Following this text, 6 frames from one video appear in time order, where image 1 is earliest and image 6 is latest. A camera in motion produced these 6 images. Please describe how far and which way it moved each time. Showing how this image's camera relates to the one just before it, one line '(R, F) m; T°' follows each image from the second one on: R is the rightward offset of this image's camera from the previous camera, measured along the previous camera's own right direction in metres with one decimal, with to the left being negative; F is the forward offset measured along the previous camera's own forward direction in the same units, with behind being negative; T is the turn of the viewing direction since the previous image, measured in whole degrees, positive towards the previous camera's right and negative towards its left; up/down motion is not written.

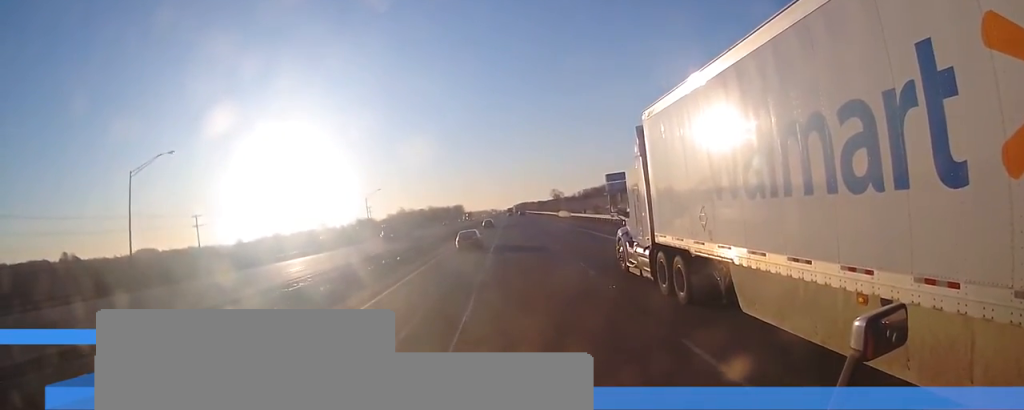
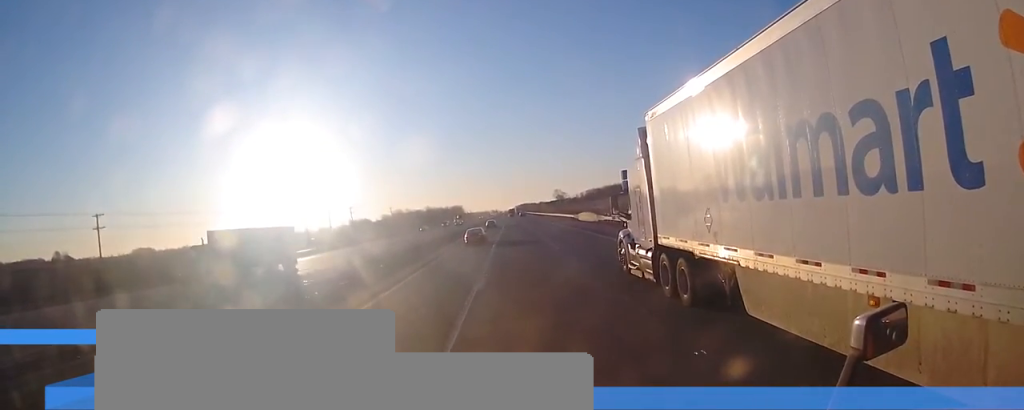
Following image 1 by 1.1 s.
(+0.2, +30.9) m; +1°
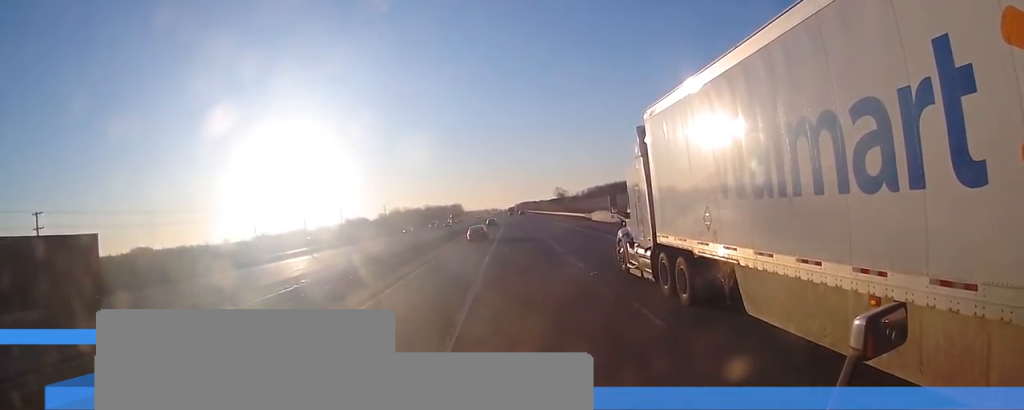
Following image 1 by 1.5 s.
(0.0, +13.6) m; 0°
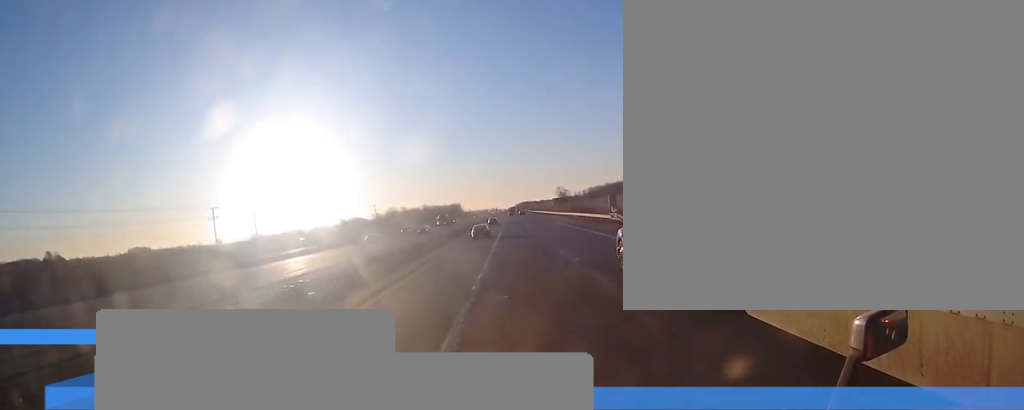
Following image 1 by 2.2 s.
(0.0, +19.4) m; 0°
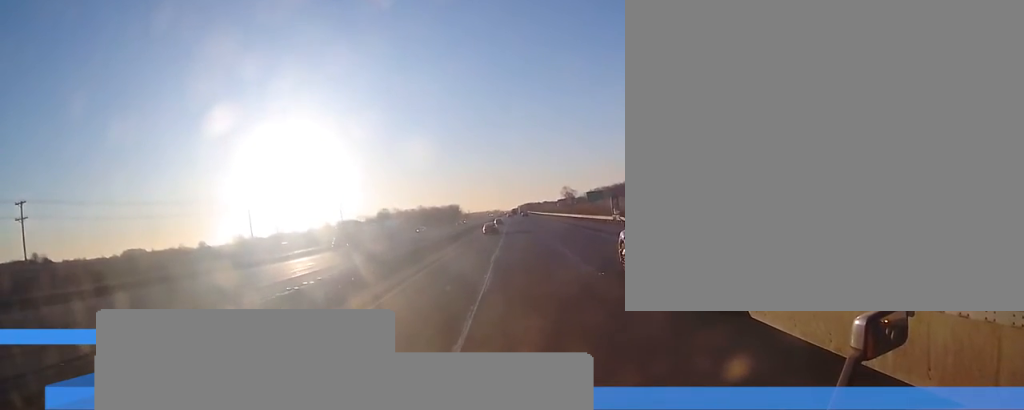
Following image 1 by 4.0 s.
(0.0, +53.3) m; -1°
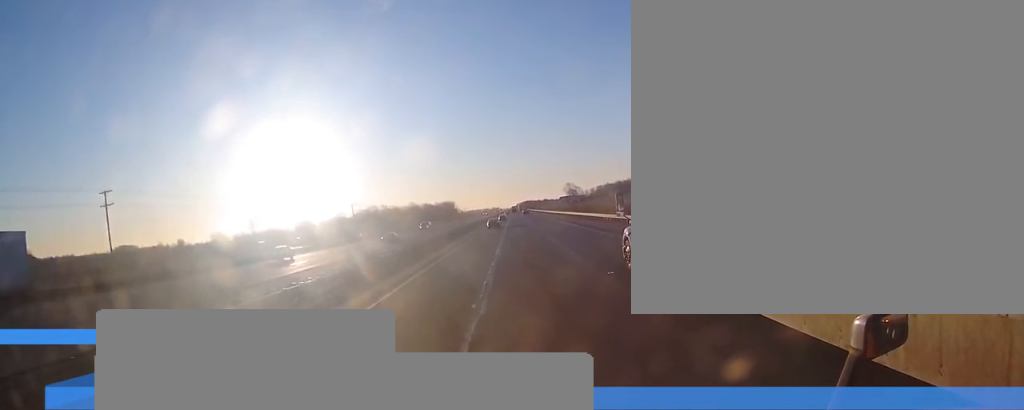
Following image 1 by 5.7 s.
(-0.5, +48.9) m; 0°
